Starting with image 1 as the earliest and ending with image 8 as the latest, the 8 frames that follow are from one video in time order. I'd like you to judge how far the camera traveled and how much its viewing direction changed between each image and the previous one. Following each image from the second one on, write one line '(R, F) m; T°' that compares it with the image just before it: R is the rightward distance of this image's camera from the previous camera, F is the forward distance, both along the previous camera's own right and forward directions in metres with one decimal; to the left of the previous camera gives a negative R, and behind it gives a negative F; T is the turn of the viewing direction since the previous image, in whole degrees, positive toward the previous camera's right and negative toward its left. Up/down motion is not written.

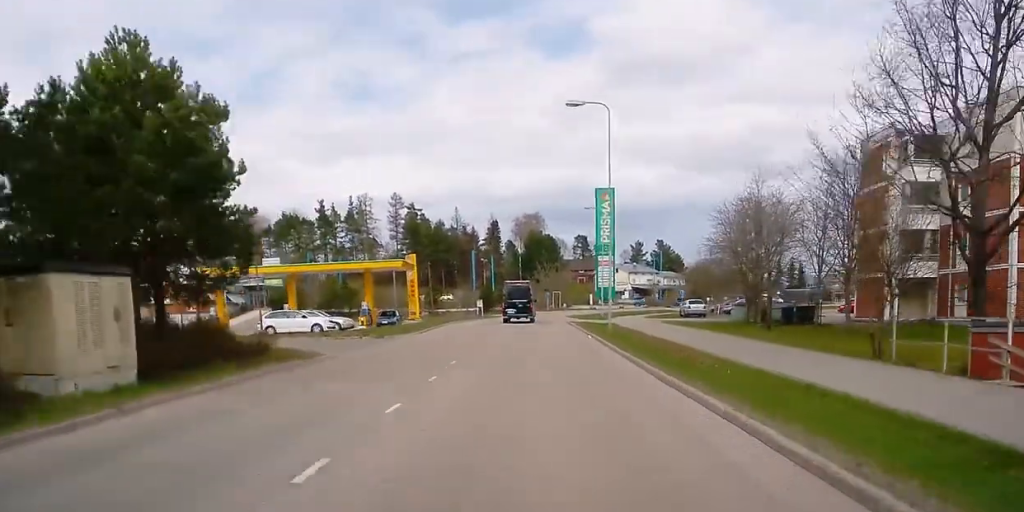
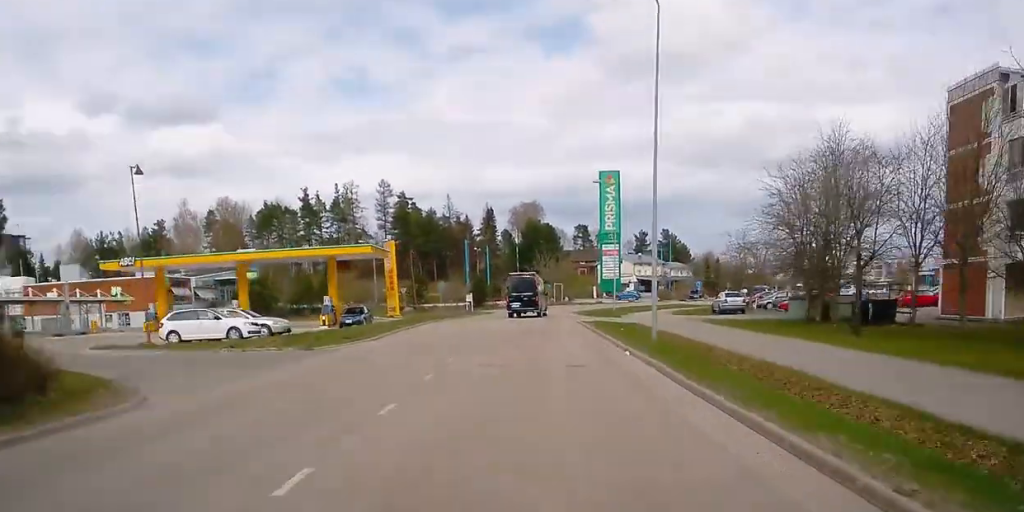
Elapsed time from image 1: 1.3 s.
(+0.1, +10.8) m; 0°
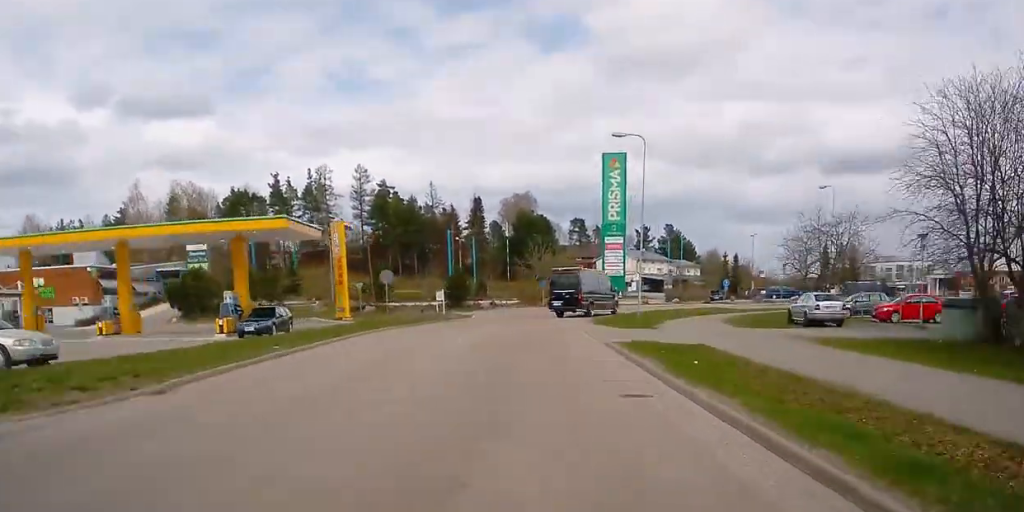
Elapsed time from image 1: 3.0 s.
(0.0, +16.7) m; 0°
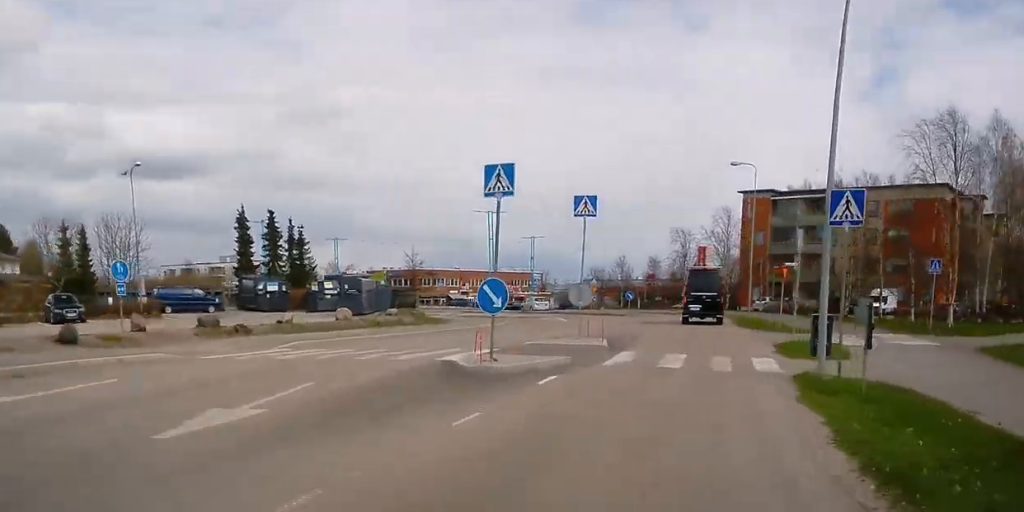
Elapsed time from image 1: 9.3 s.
(+12.4, +57.8) m; +47°
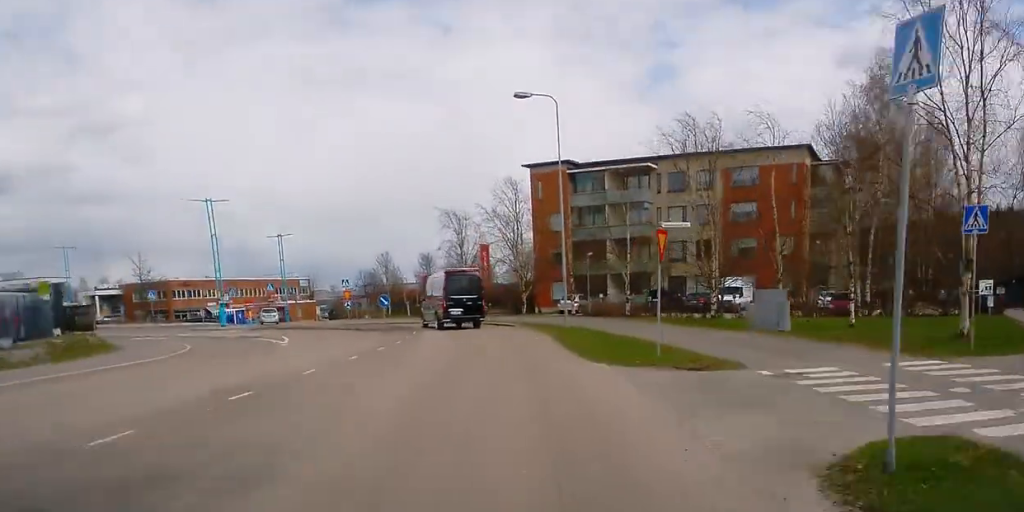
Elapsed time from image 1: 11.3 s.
(+4.3, +19.5) m; +13°
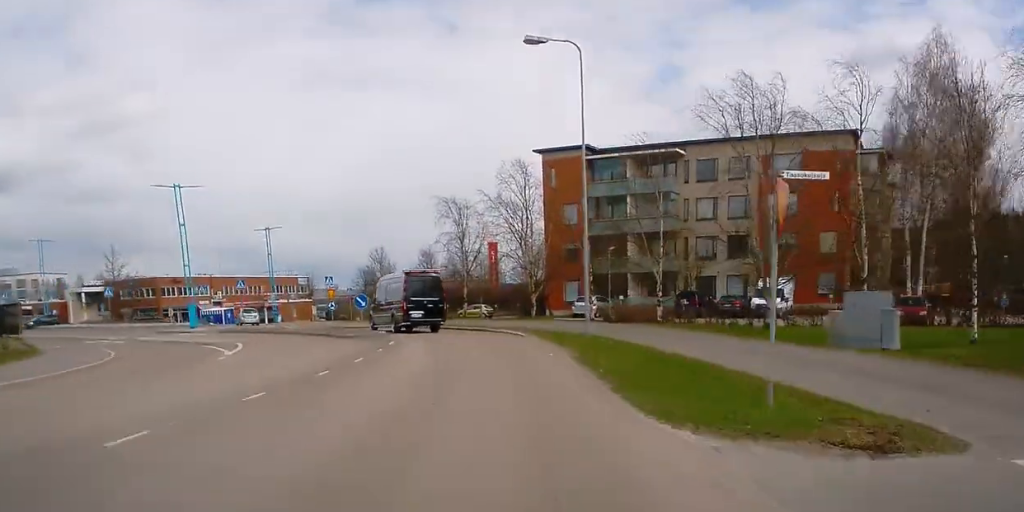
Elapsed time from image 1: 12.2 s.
(0.0, +8.8) m; -2°
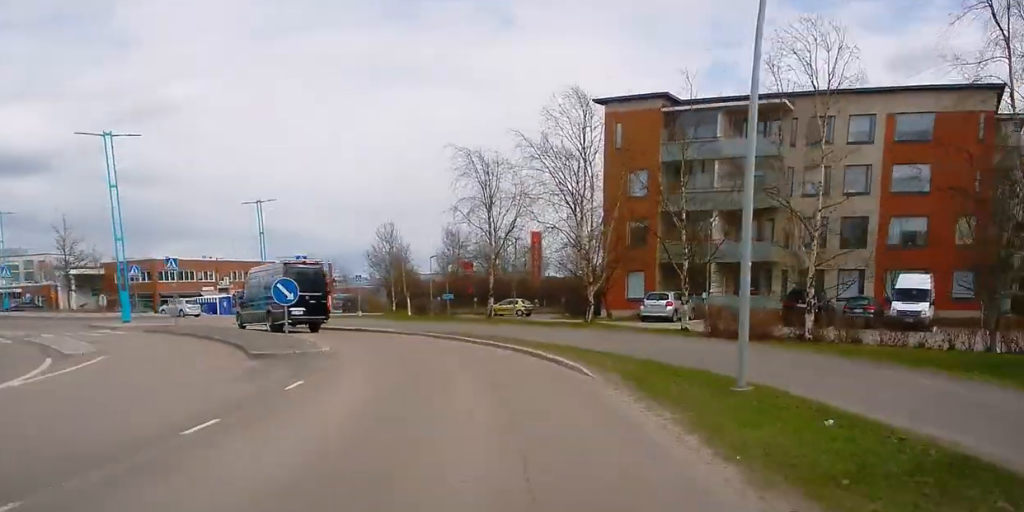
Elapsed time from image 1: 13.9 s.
(-0.4, +17.2) m; -5°
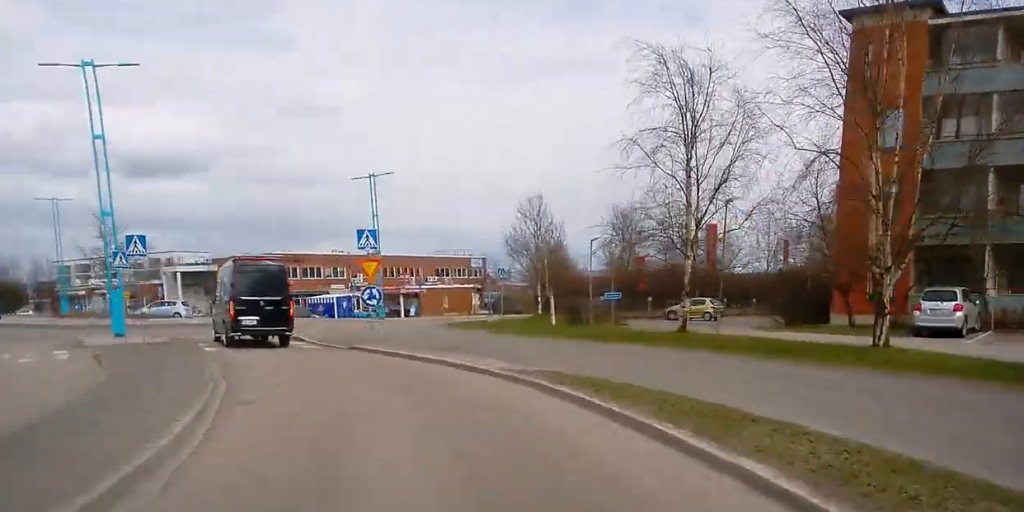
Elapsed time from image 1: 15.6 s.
(-1.0, +16.6) m; -8°
